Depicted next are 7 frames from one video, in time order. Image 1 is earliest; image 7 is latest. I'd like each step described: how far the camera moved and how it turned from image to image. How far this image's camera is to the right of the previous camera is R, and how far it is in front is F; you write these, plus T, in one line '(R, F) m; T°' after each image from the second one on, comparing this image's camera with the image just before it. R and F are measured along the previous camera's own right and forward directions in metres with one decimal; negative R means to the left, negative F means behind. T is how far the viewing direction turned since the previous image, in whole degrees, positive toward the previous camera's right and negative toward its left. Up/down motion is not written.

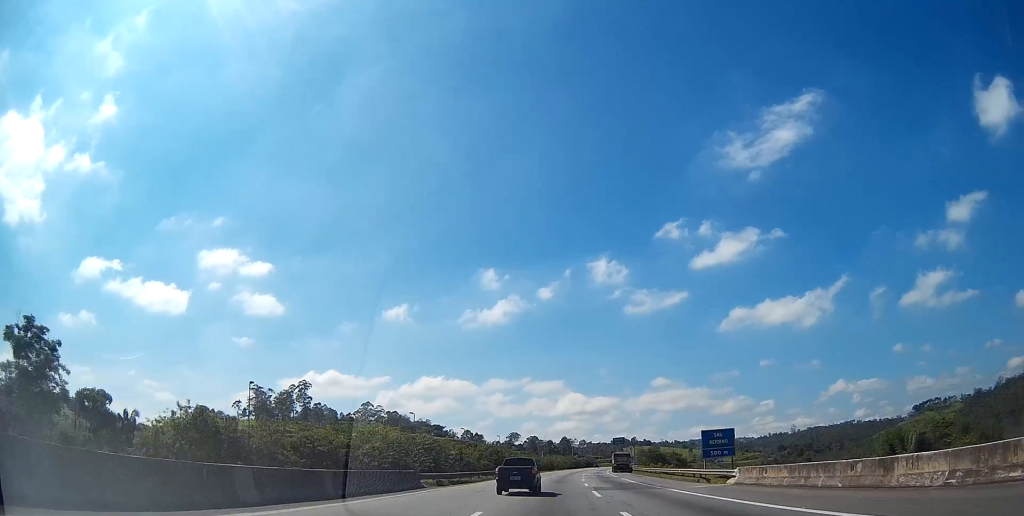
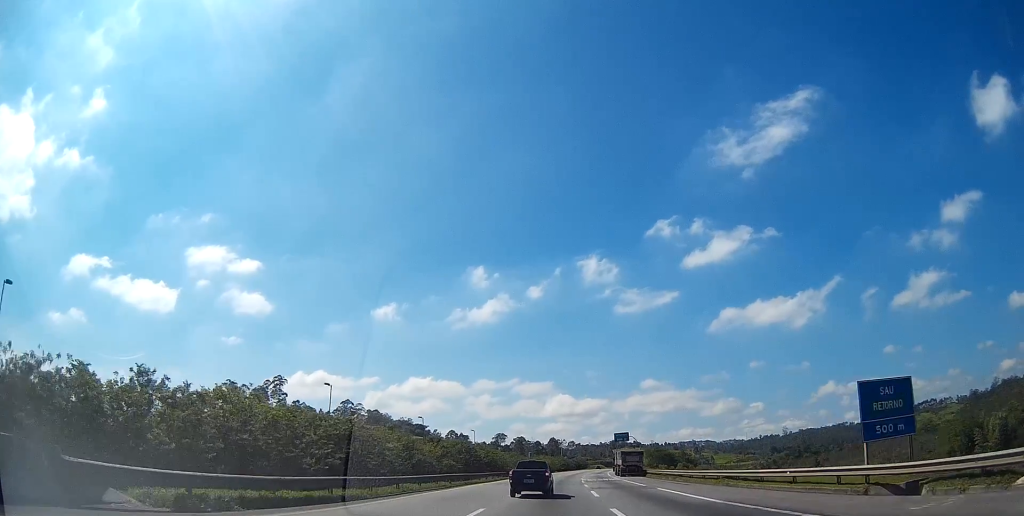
(+0.5, +23.2) m; +2°
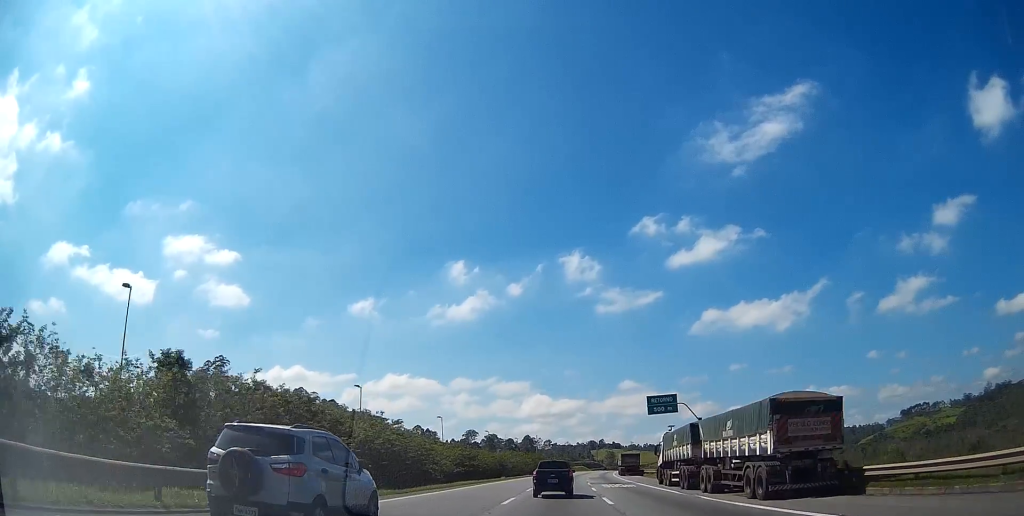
(+1.5, +52.4) m; +3°
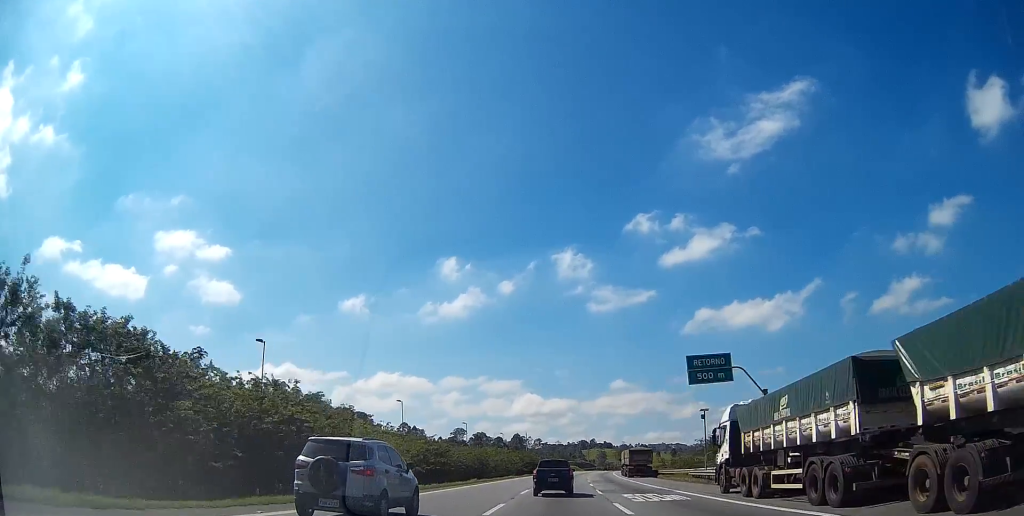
(+0.2, +17.1) m; +1°
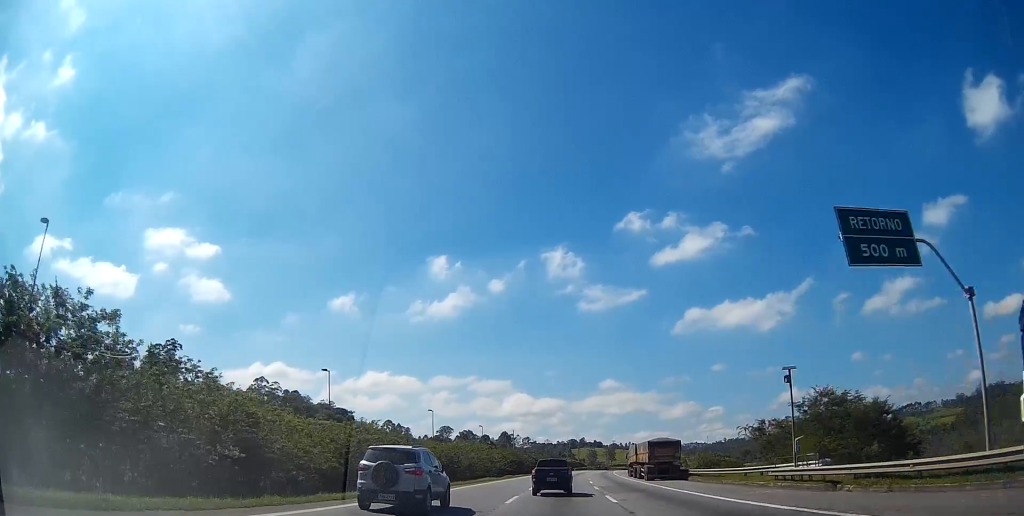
(+0.1, +18.7) m; +1°
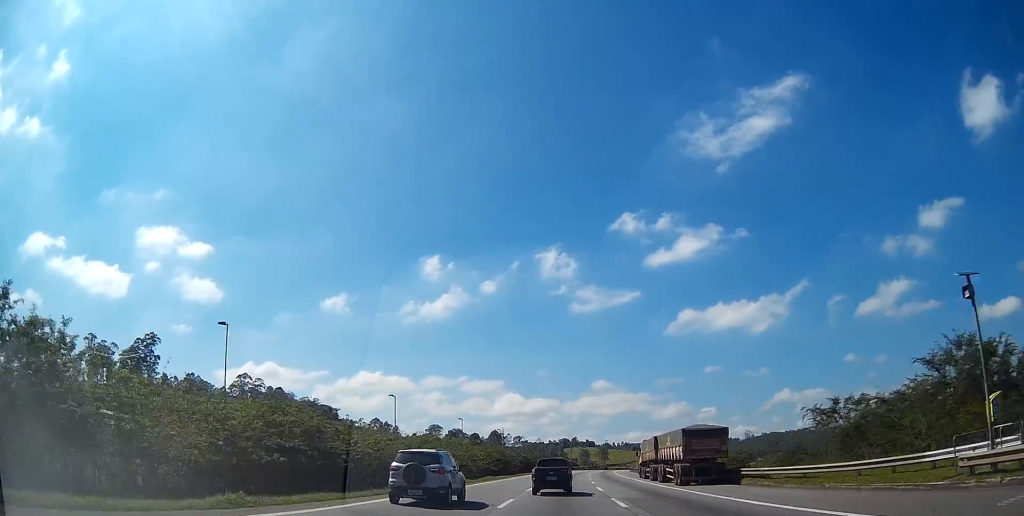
(0.0, +14.5) m; +1°
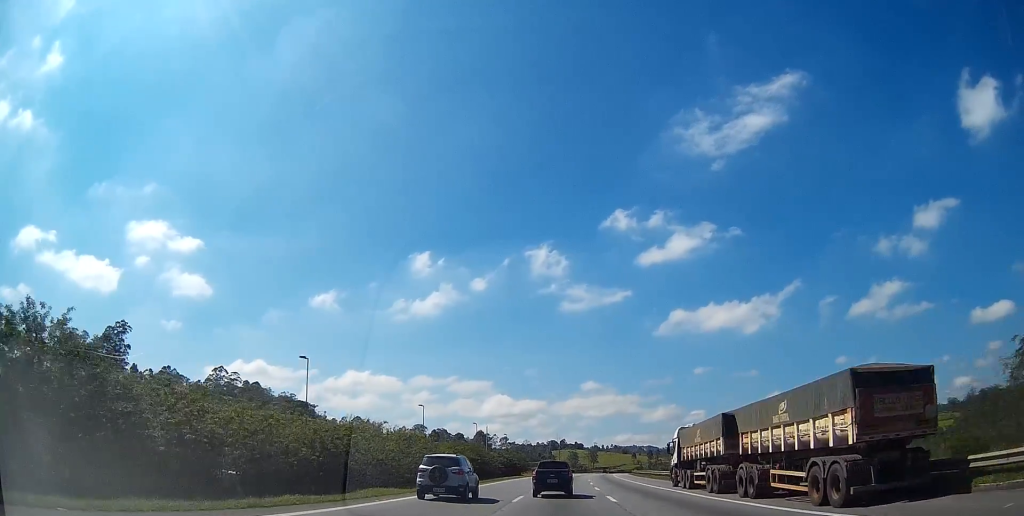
(+0.2, +19.7) m; +1°
